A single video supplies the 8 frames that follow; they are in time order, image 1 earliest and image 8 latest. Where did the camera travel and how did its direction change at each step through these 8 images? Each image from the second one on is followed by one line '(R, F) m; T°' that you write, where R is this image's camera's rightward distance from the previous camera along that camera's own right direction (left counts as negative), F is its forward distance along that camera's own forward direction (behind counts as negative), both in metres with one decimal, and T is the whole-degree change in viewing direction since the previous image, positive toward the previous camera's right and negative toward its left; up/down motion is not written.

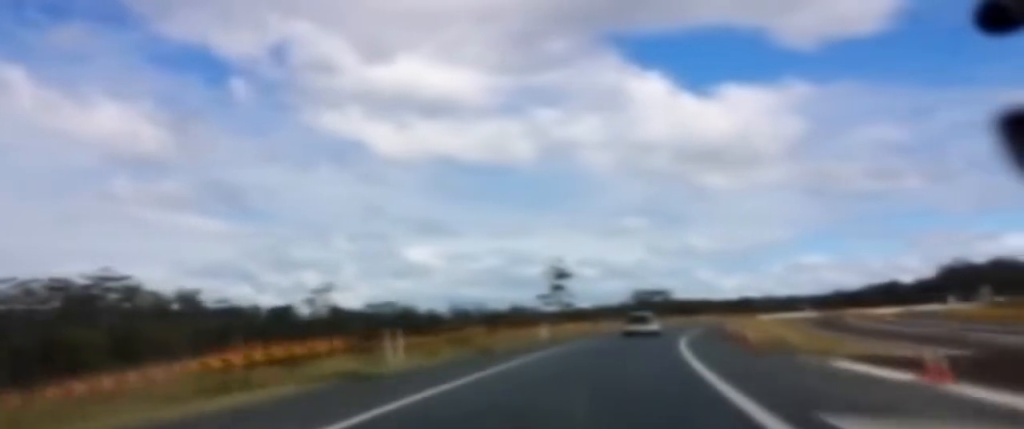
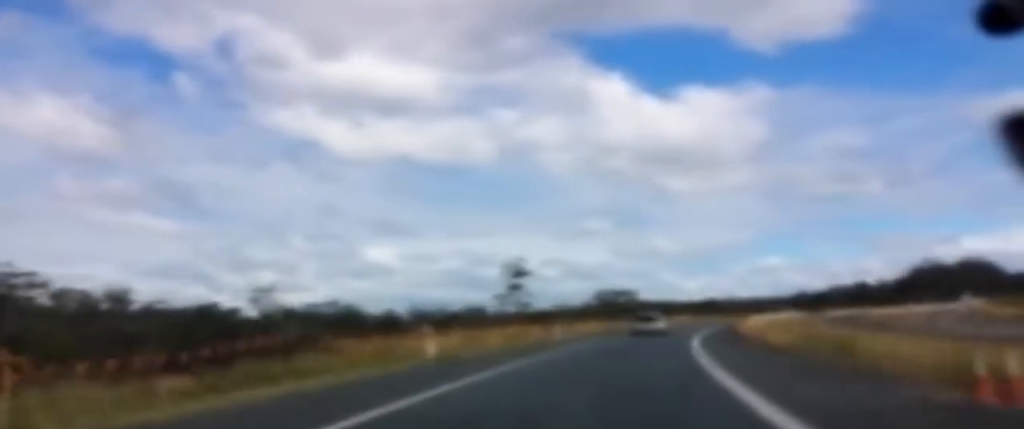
(+0.7, +20.0) m; +4°
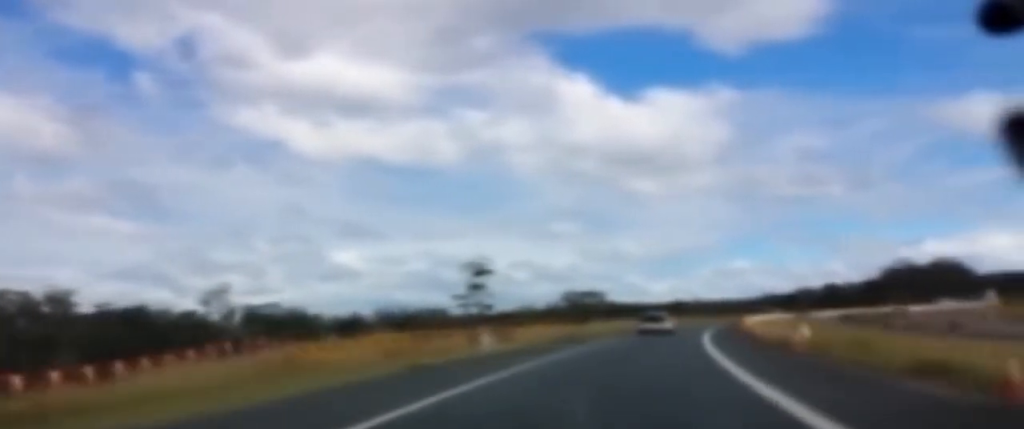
(+0.5, +16.9) m; +2°
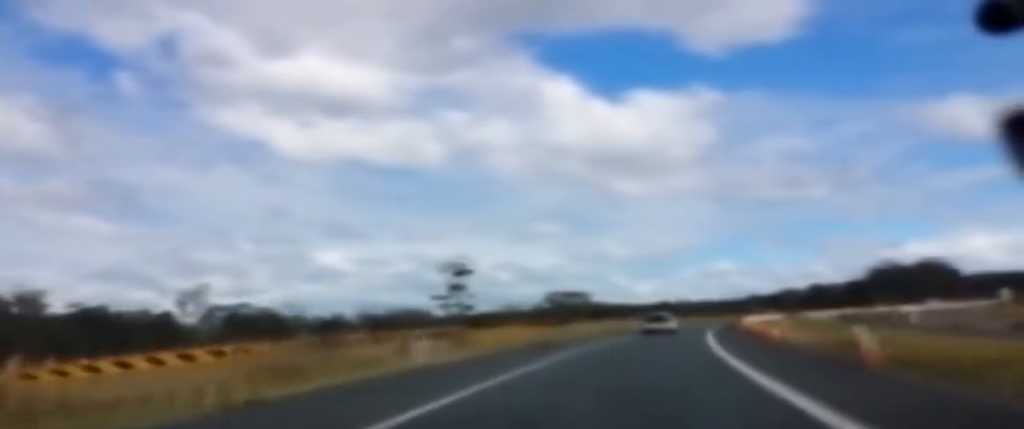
(+0.1, +8.1) m; +1°
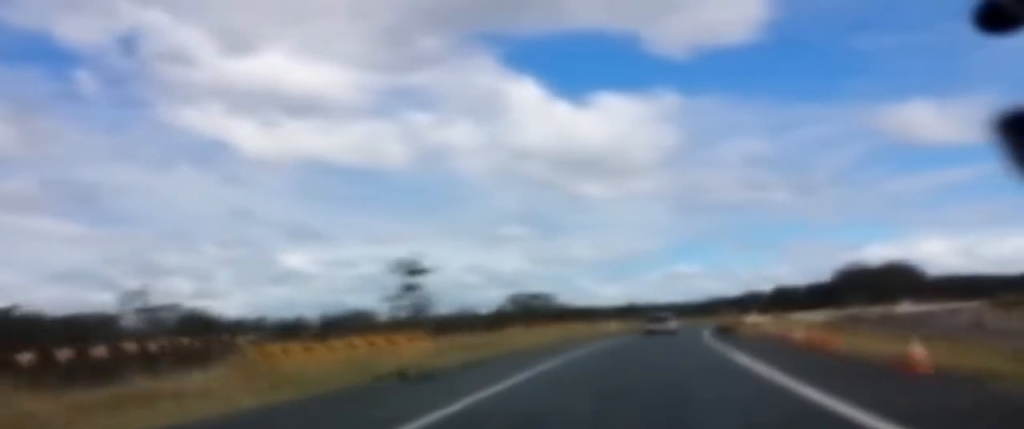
(+0.1, +16.9) m; +2°
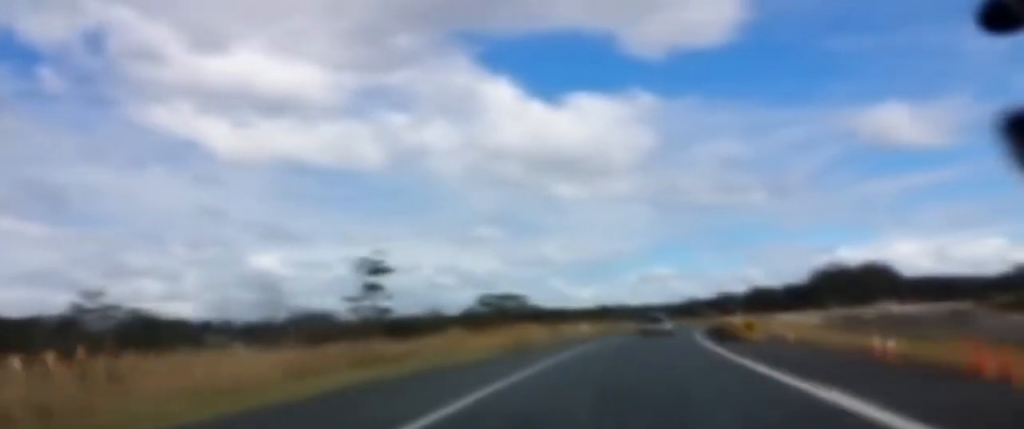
(+0.3, +10.9) m; +1°
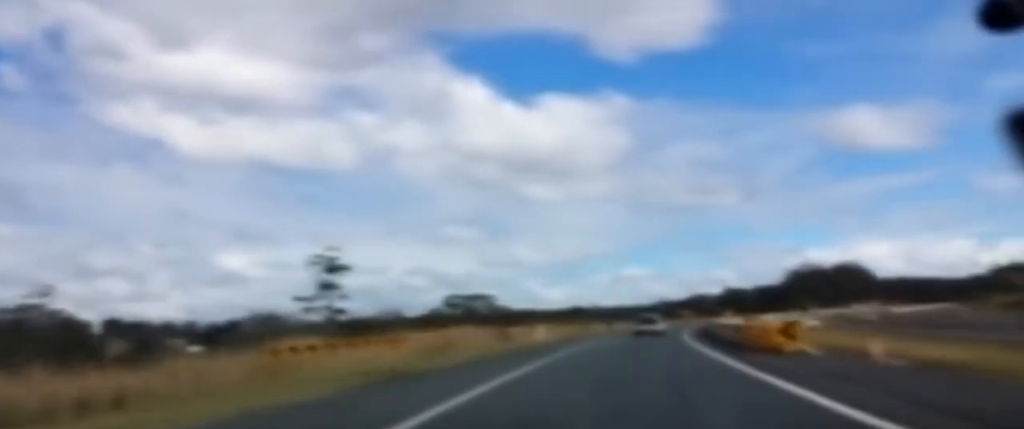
(+0.1, +13.0) m; +1°
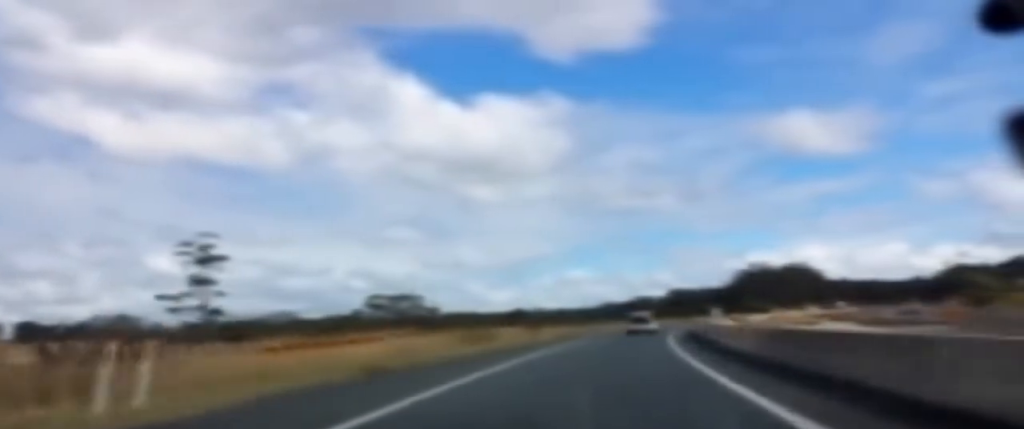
(+0.7, +32.7) m; +3°
